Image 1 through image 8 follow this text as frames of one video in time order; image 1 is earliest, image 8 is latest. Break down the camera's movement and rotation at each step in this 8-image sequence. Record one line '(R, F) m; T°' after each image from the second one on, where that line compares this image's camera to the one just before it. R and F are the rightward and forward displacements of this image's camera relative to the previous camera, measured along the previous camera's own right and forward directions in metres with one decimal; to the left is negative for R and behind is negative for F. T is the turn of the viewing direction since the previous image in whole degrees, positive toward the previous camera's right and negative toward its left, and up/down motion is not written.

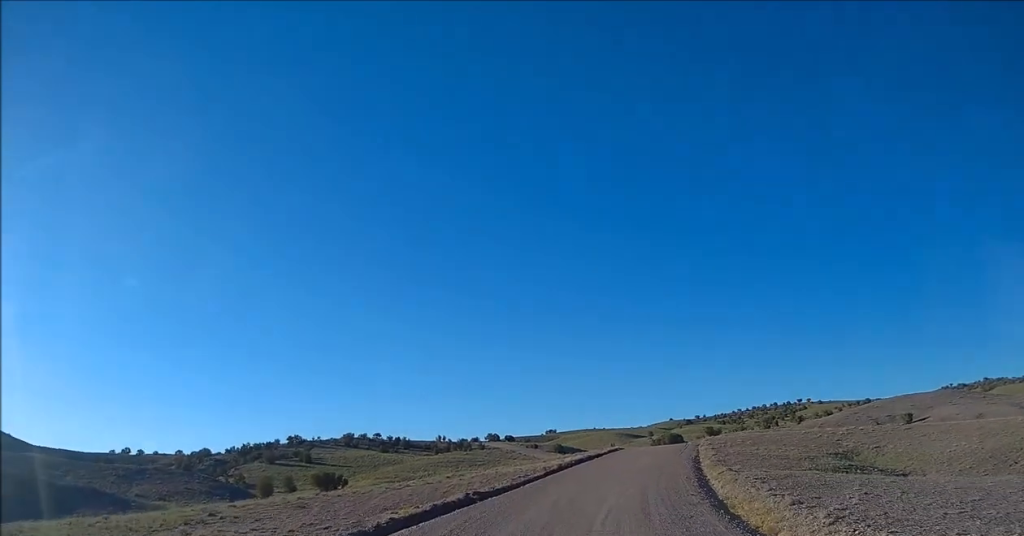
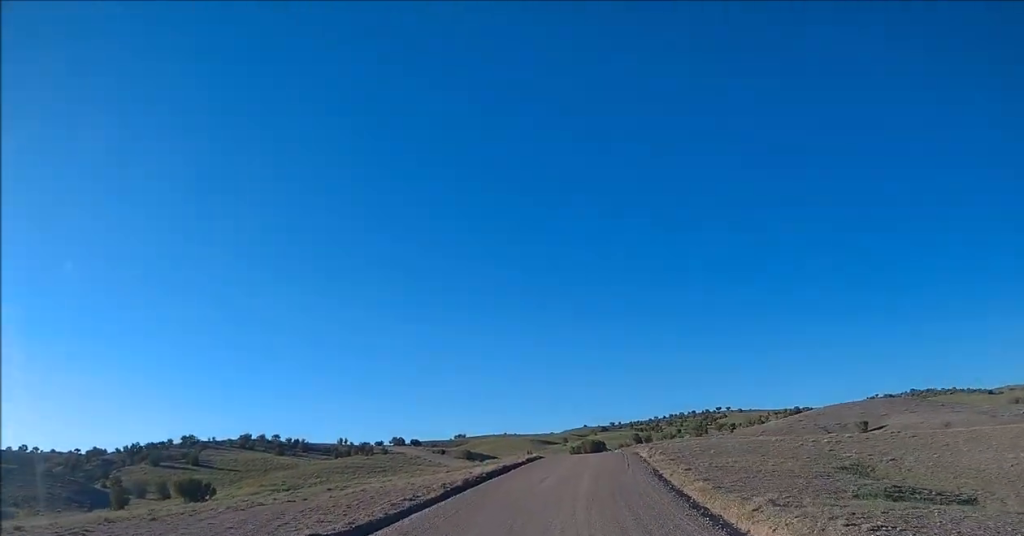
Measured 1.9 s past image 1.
(0.0, +16.8) m; 0°
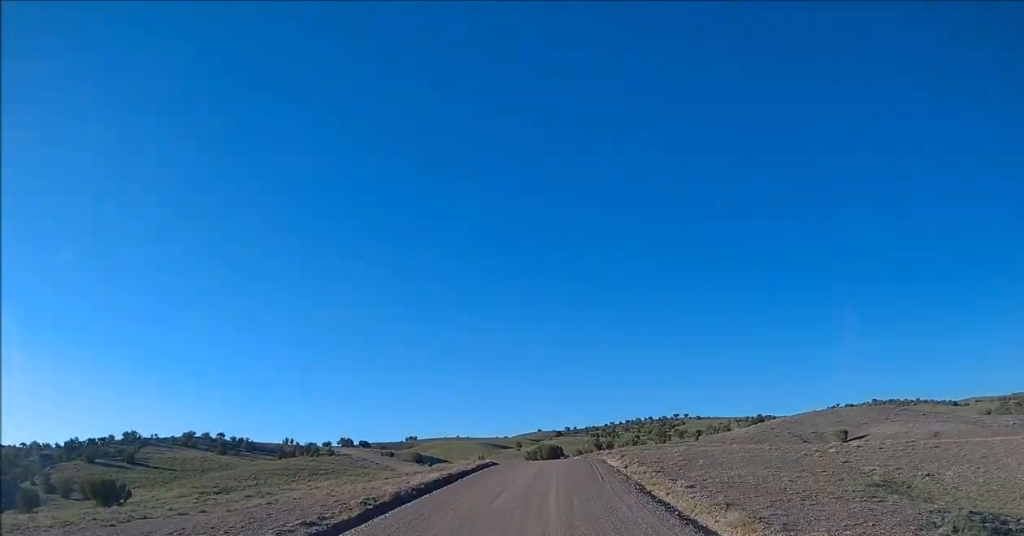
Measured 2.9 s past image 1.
(0.0, +10.1) m; +1°
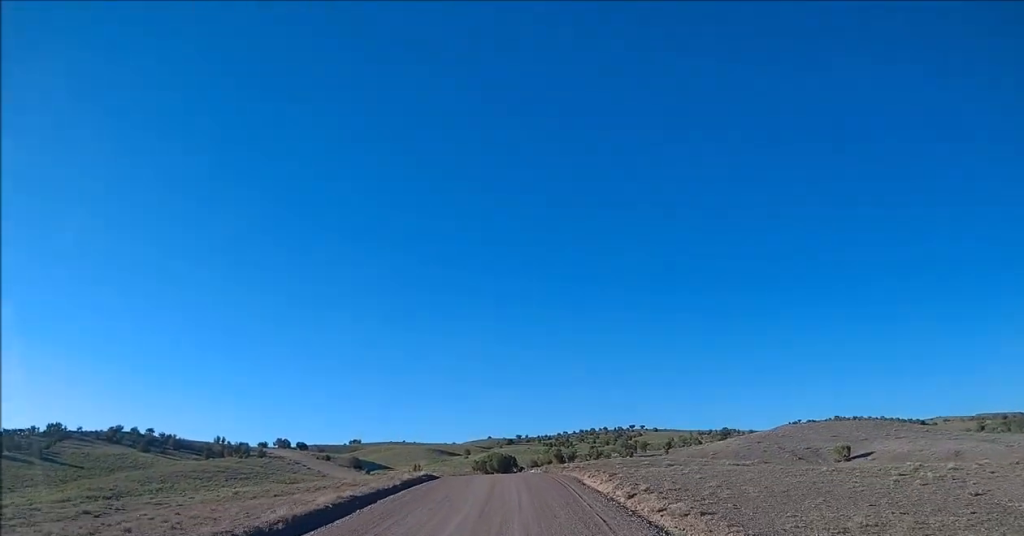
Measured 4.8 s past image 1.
(+0.7, +18.3) m; +7°
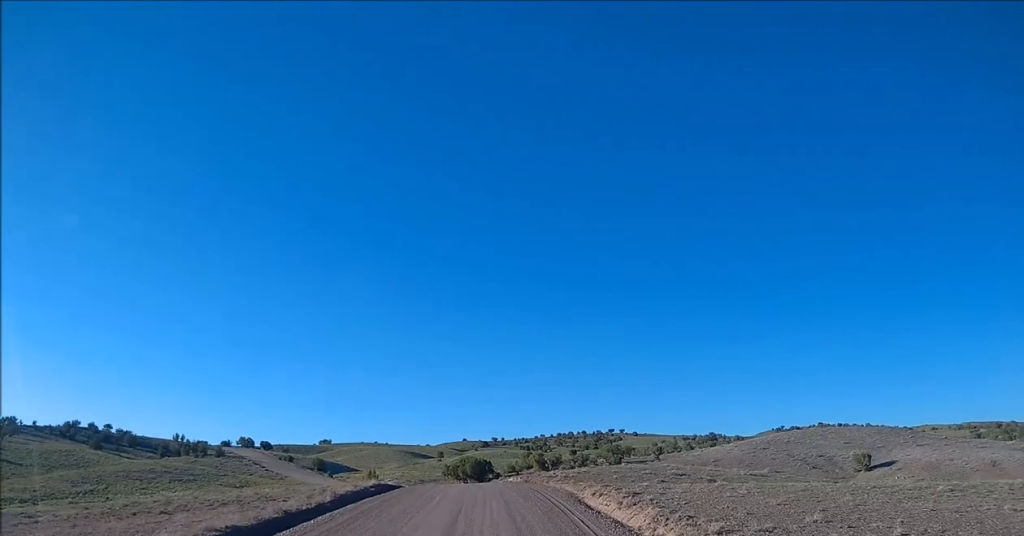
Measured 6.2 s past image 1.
(+0.8, +8.3) m; +6°
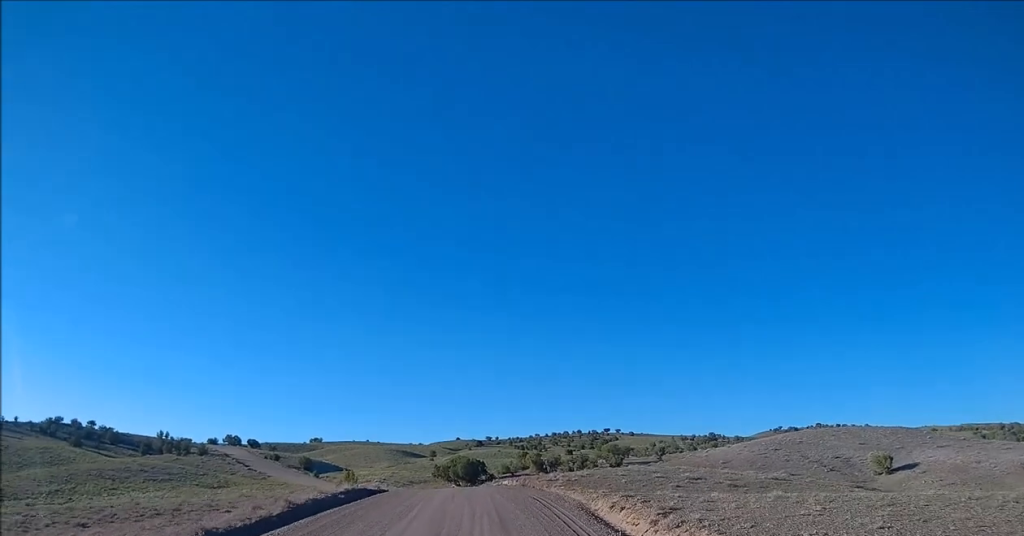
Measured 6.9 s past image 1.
(+0.1, +5.9) m; -1°
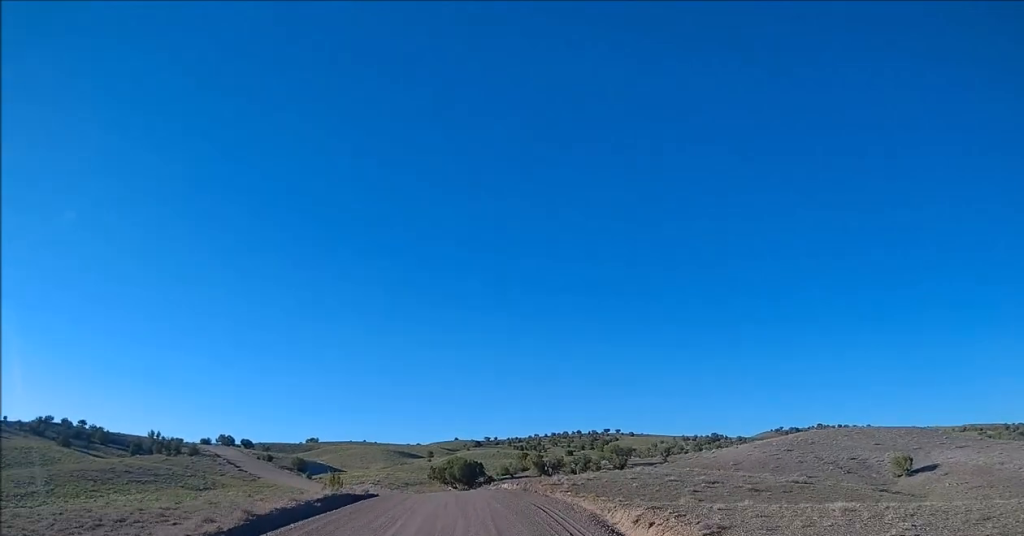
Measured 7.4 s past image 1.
(0.0, +4.1) m; -1°
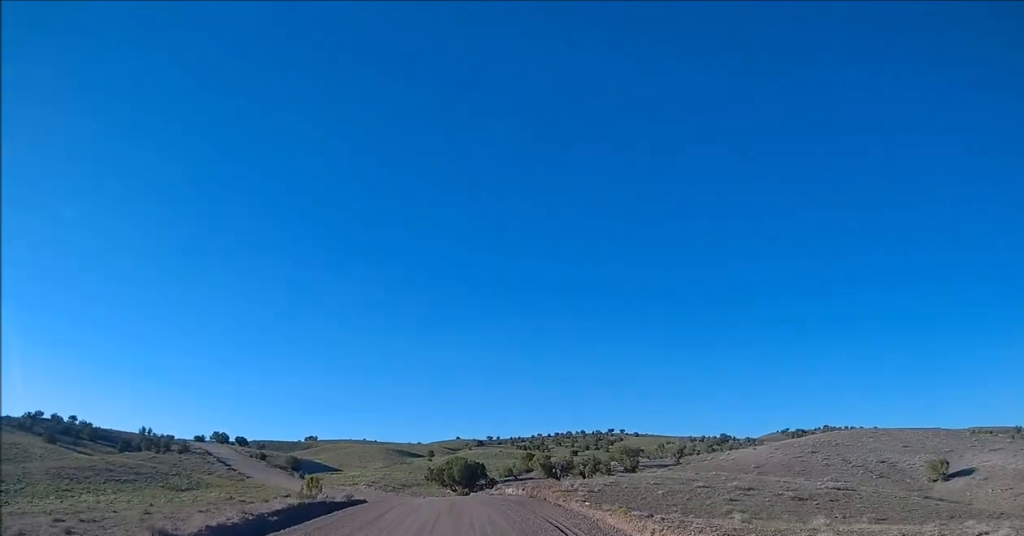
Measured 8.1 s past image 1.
(-0.2, +5.8) m; -2°
